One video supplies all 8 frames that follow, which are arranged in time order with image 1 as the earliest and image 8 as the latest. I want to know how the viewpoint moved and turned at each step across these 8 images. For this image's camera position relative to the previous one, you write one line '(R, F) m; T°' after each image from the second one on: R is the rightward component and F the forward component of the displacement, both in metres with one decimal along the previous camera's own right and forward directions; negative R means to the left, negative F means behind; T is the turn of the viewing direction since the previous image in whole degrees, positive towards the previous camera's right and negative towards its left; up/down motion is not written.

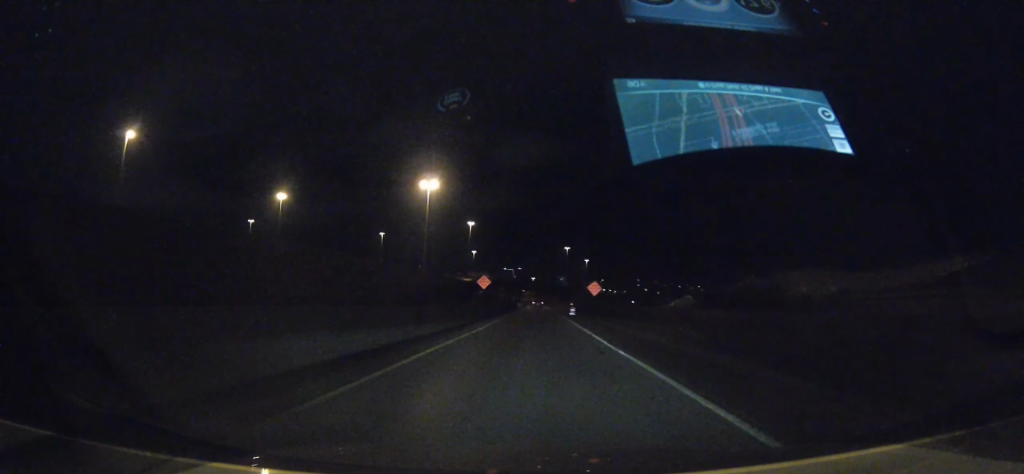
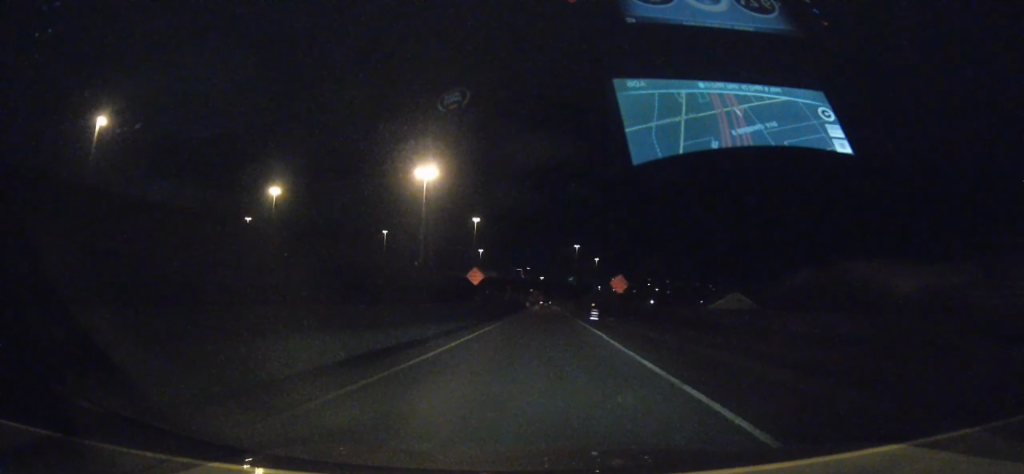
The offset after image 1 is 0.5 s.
(-0.3, +13.8) m; -1°
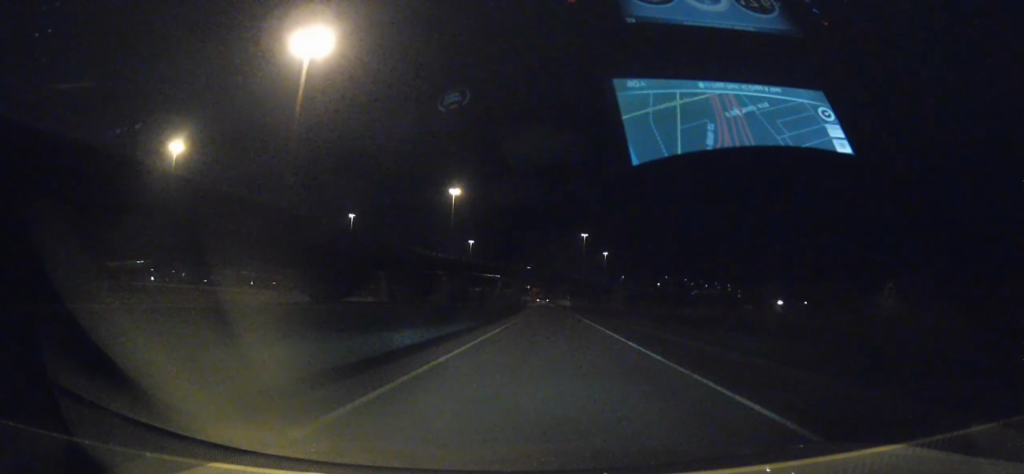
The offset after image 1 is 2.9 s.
(-1.7, +69.3) m; -2°
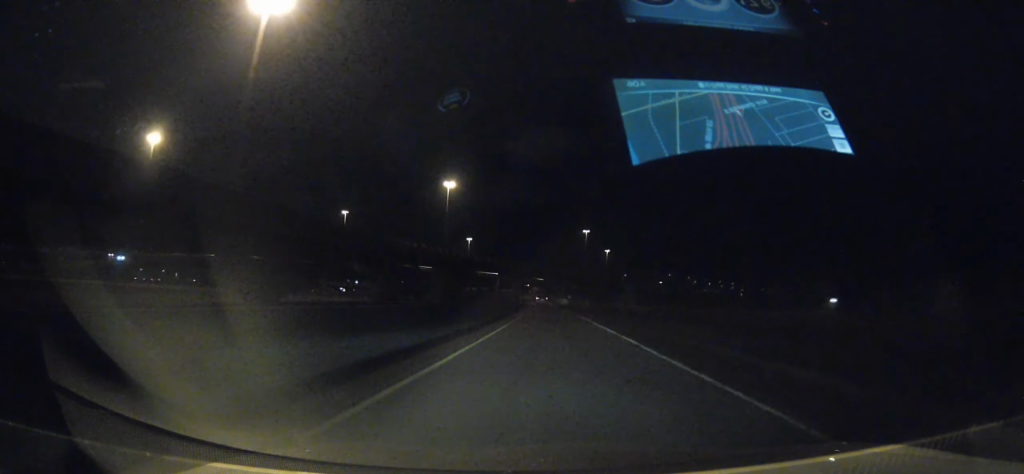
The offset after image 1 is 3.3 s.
(+0.2, +11.4) m; 0°
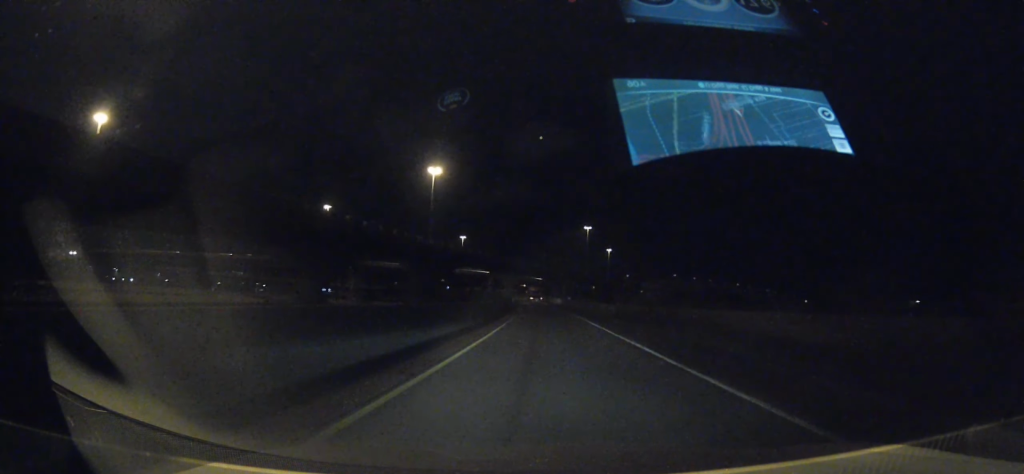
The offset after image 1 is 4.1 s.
(-0.1, +23.4) m; 0°
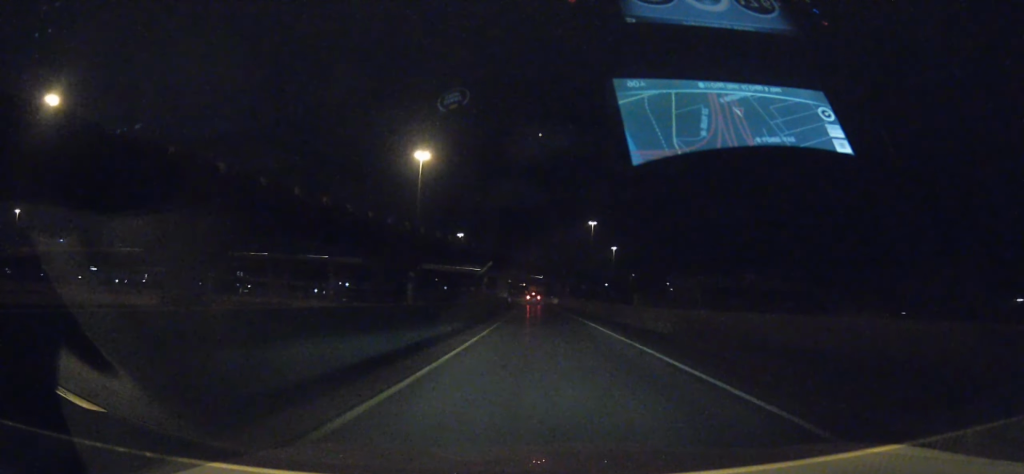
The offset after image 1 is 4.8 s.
(-0.3, +19.4) m; 0°
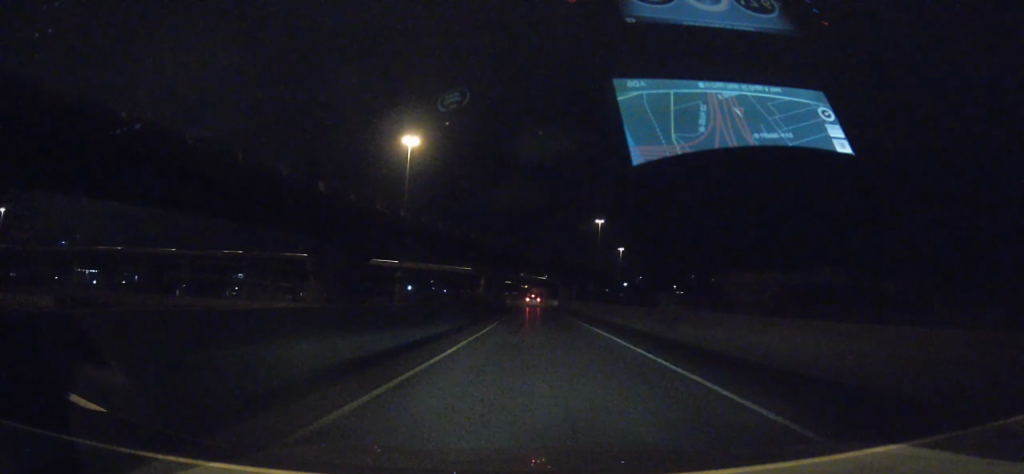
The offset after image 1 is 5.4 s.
(+0.3, +17.4) m; +1°
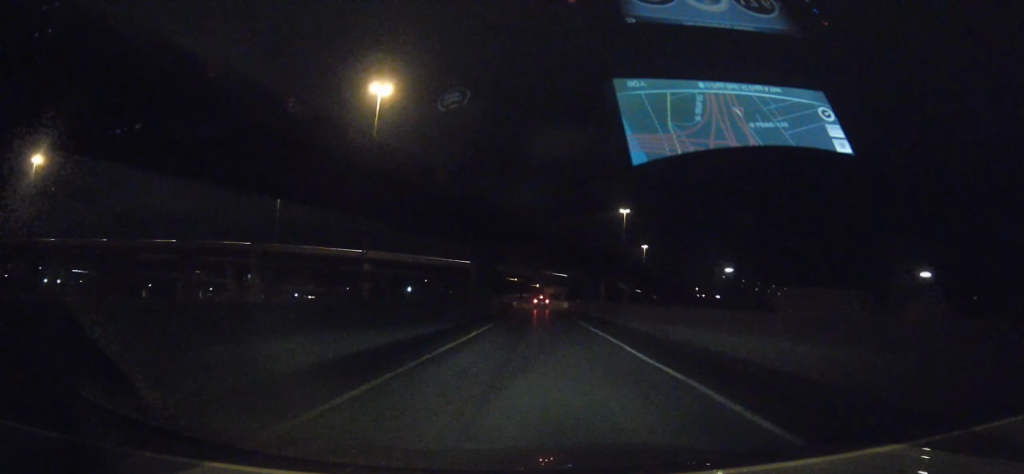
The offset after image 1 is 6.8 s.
(-0.1, +36.9) m; -2°
